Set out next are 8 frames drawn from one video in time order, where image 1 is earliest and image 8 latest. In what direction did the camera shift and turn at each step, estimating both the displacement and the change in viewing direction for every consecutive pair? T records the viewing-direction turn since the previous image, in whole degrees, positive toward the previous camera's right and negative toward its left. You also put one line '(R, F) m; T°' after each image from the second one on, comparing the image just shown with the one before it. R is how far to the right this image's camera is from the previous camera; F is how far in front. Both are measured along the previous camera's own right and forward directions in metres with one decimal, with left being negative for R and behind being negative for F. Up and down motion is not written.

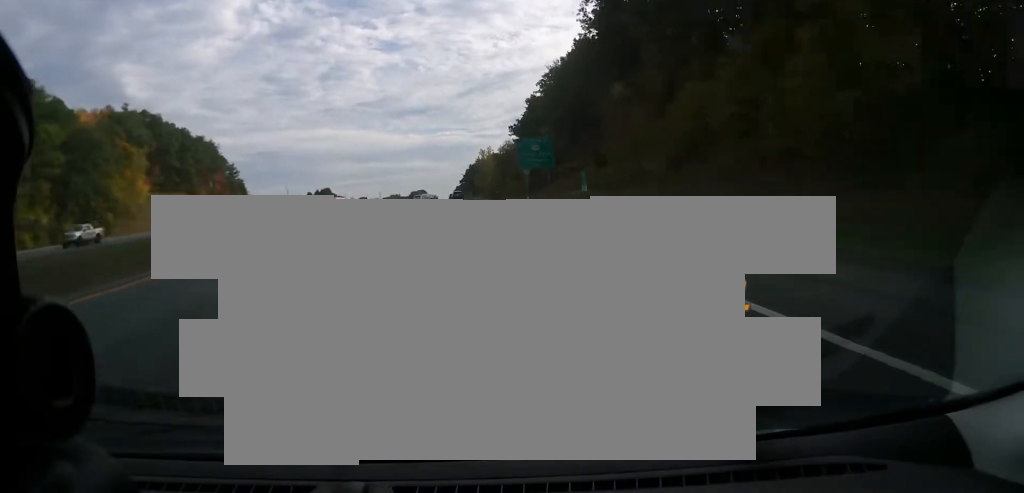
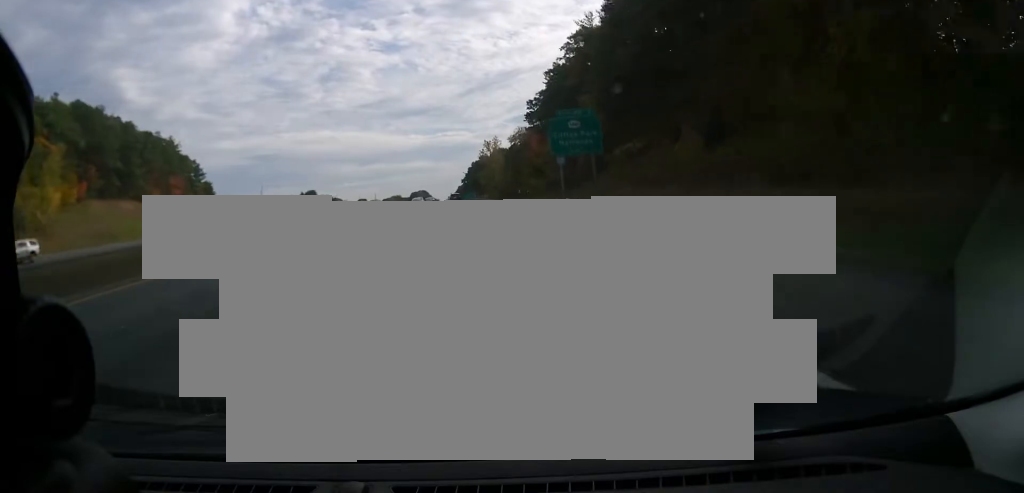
(+0.5, +36.0) m; 0°
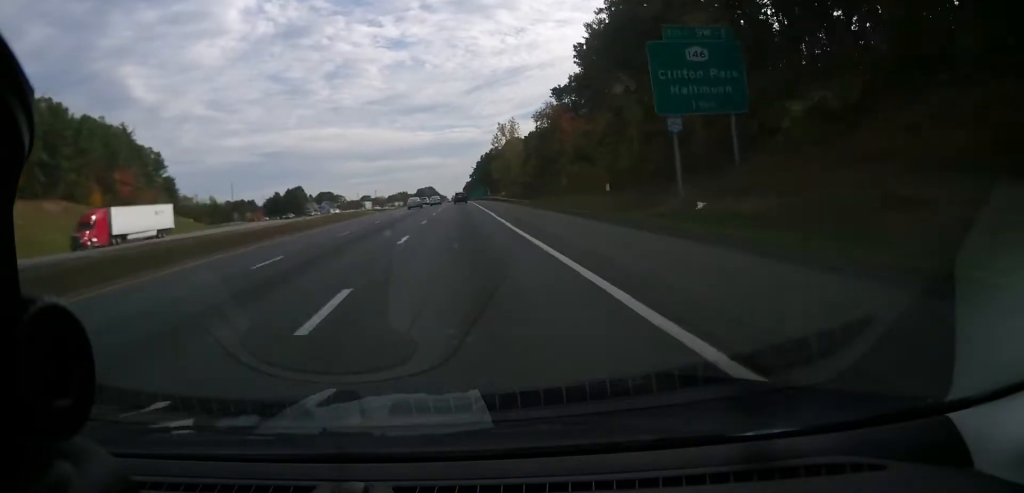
(-0.5, +36.6) m; -1°
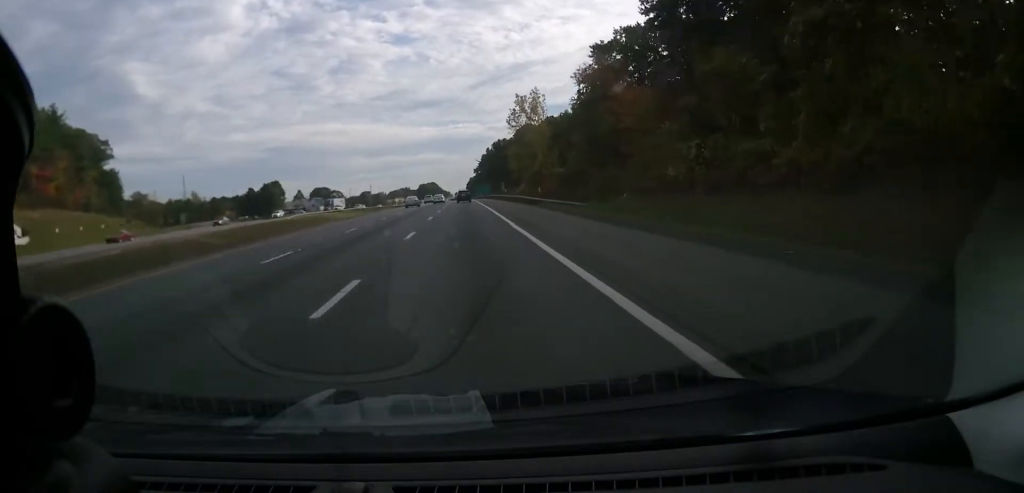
(0.0, +36.7) m; 0°
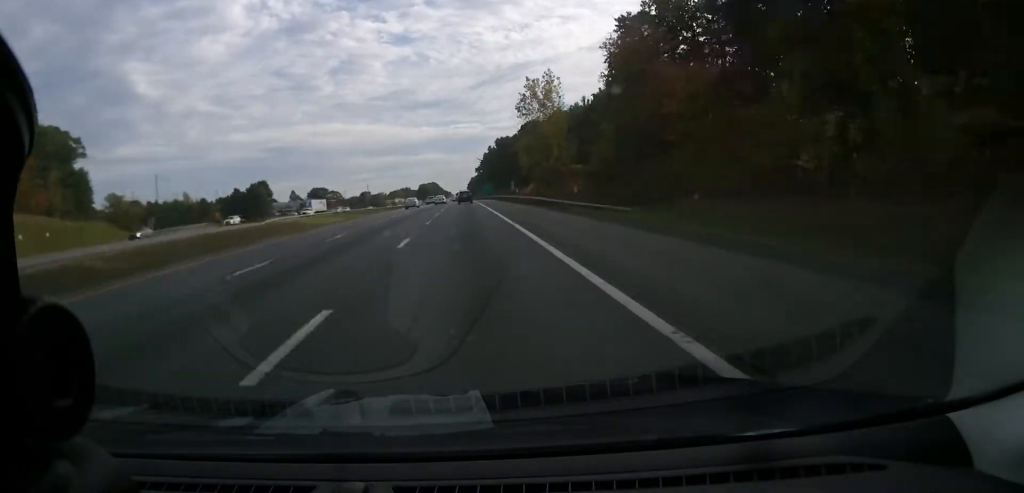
(0.0, +15.3) m; 0°
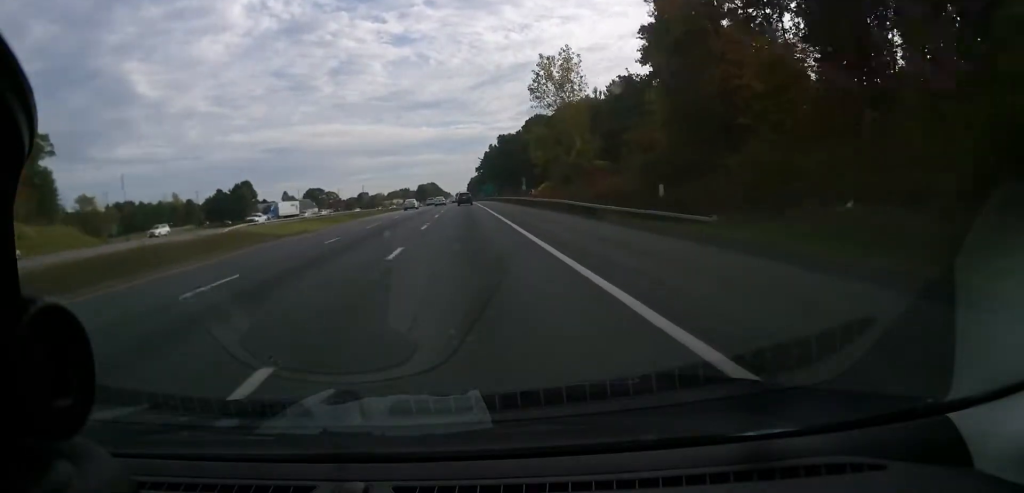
(0.0, +15.2) m; 0°
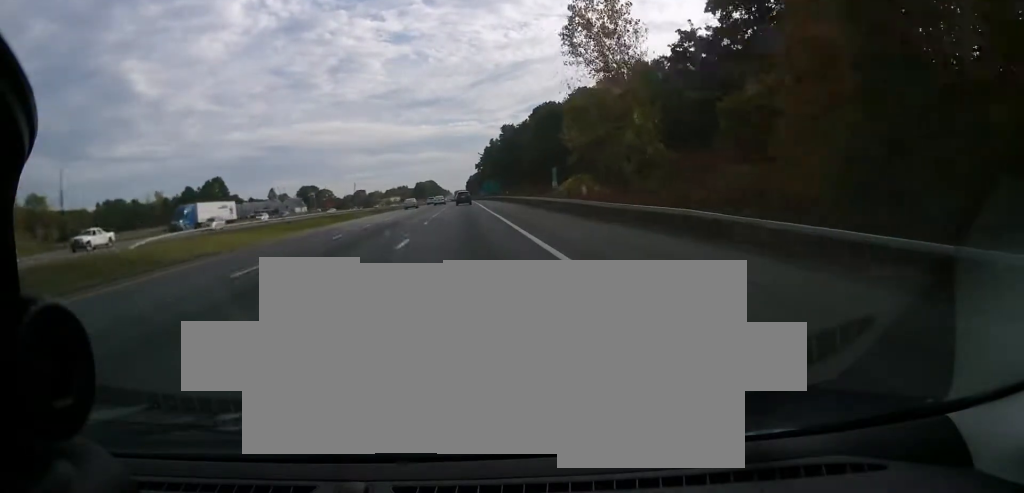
(0.0, +22.0) m; -1°
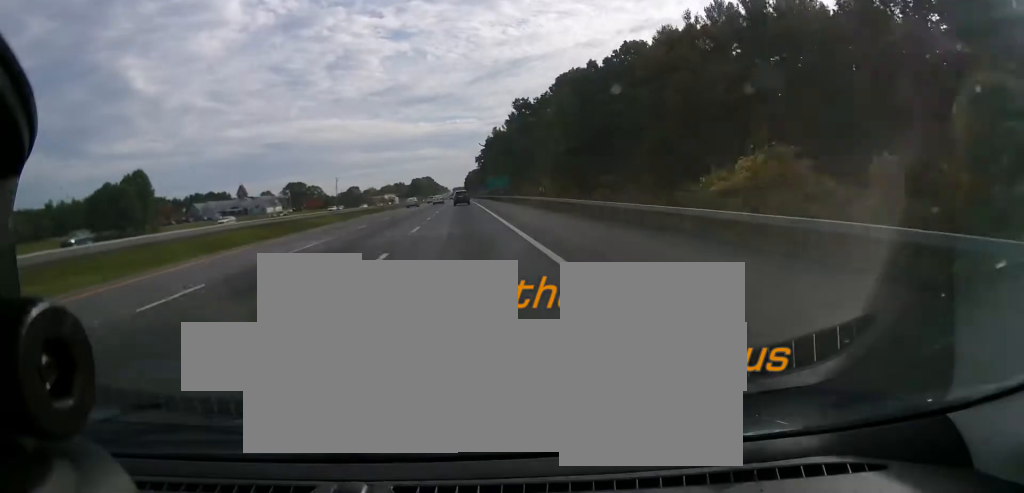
(-0.3, +42.0) m; 0°
